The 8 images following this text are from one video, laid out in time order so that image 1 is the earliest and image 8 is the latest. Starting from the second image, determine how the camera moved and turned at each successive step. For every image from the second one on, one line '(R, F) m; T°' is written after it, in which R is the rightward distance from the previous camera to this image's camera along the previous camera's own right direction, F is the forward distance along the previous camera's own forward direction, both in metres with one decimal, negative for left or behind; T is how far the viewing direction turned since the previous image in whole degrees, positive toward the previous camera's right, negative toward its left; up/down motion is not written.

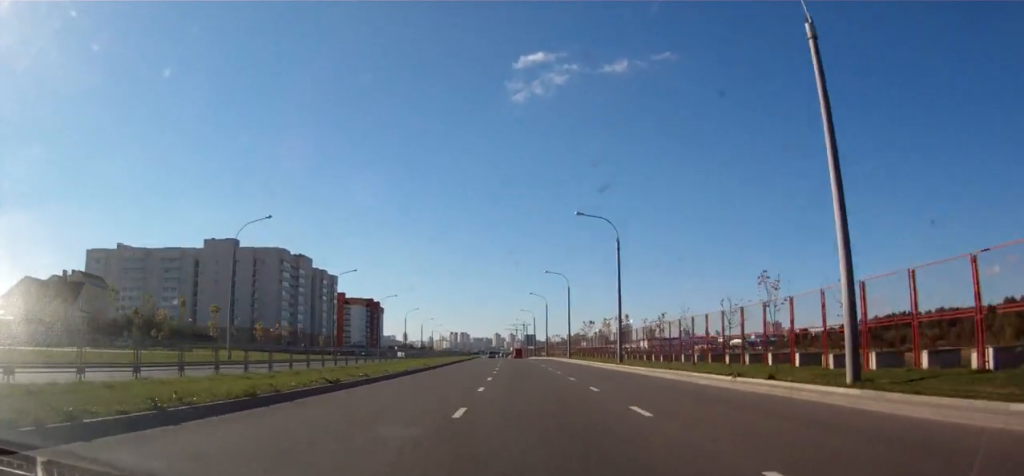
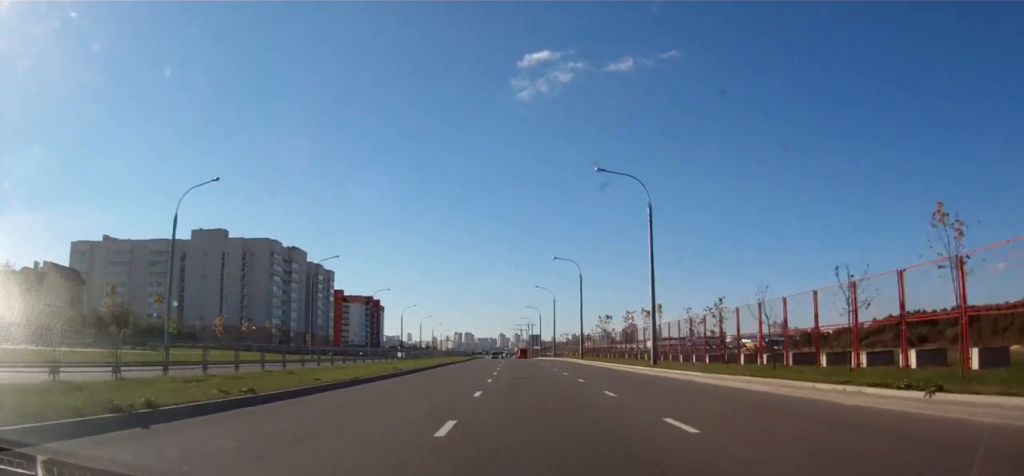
(+0.3, +11.3) m; -1°
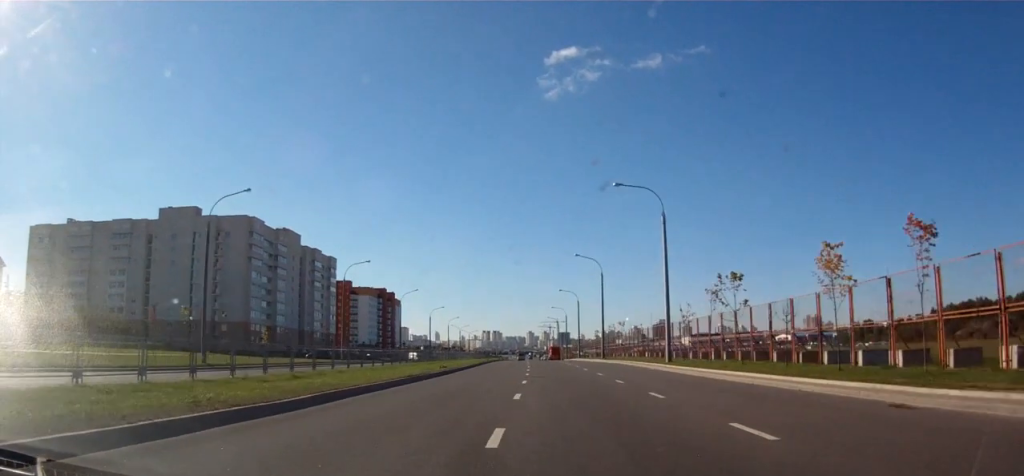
(-0.6, +33.6) m; -2°
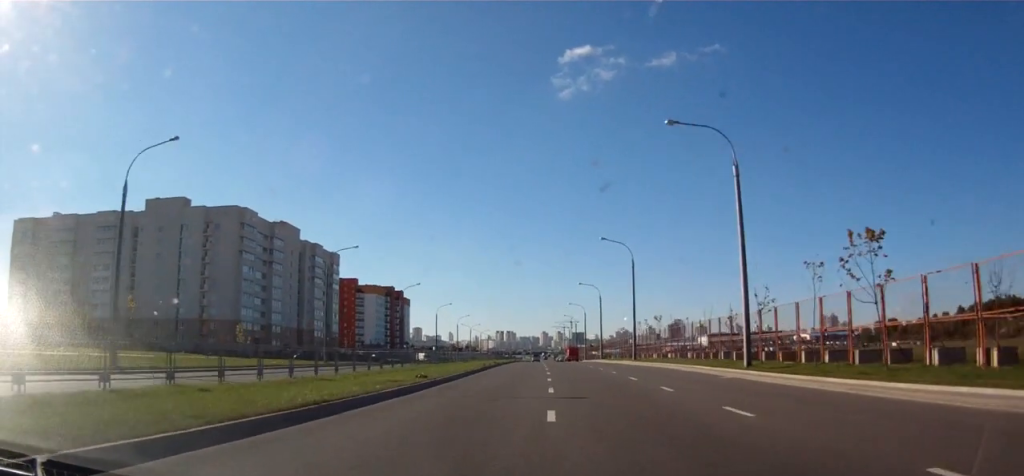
(-0.2, +12.5) m; -1°
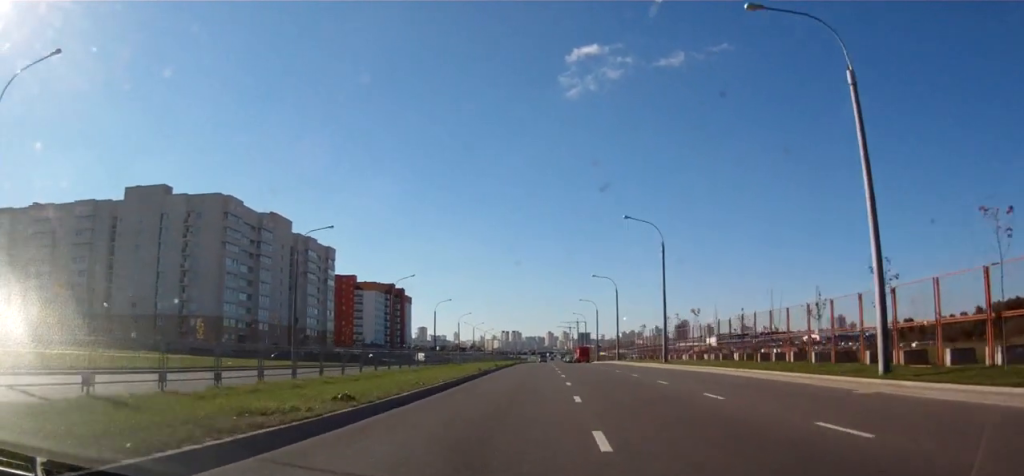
(-0.2, +11.8) m; -1°
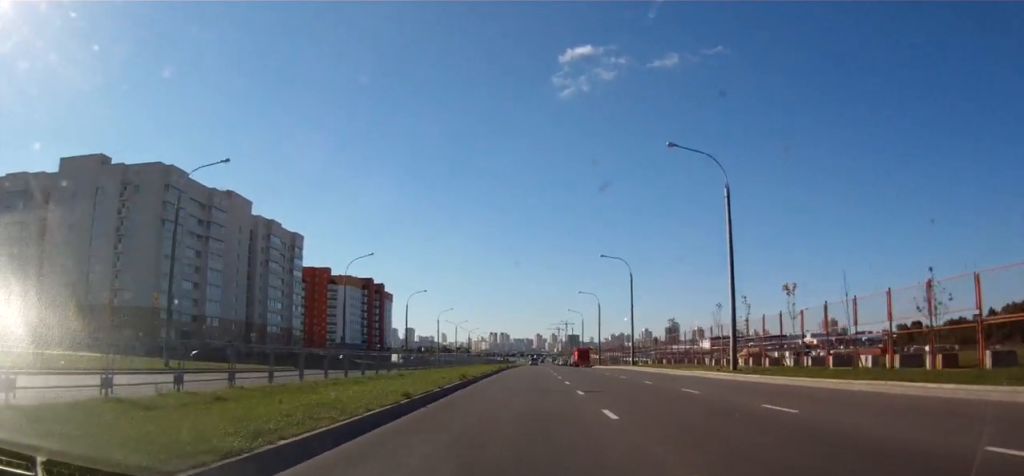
(+0.1, +19.9) m; +1°
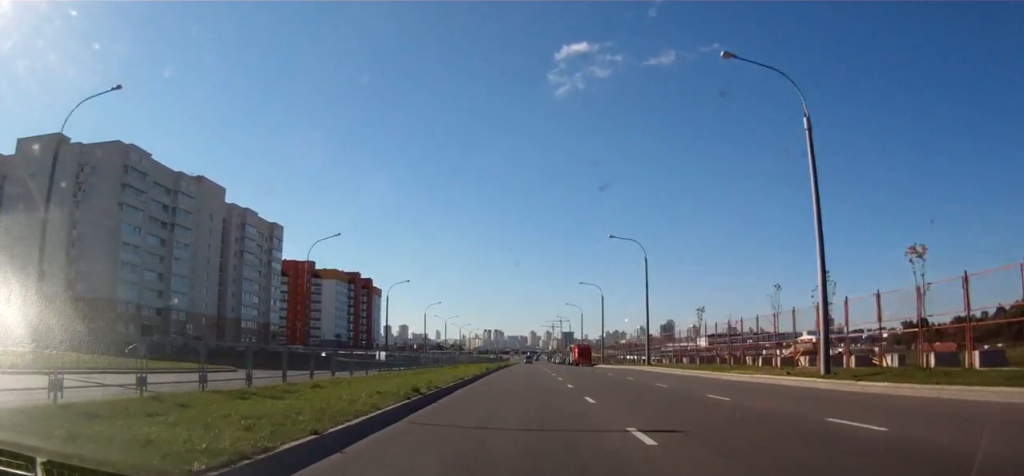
(+0.2, +11.6) m; 0°
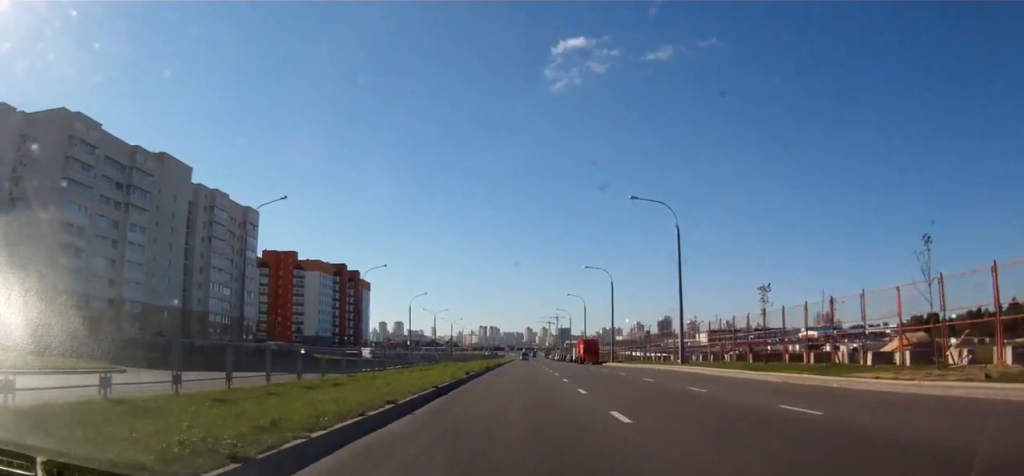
(-0.2, +13.6) m; 0°
